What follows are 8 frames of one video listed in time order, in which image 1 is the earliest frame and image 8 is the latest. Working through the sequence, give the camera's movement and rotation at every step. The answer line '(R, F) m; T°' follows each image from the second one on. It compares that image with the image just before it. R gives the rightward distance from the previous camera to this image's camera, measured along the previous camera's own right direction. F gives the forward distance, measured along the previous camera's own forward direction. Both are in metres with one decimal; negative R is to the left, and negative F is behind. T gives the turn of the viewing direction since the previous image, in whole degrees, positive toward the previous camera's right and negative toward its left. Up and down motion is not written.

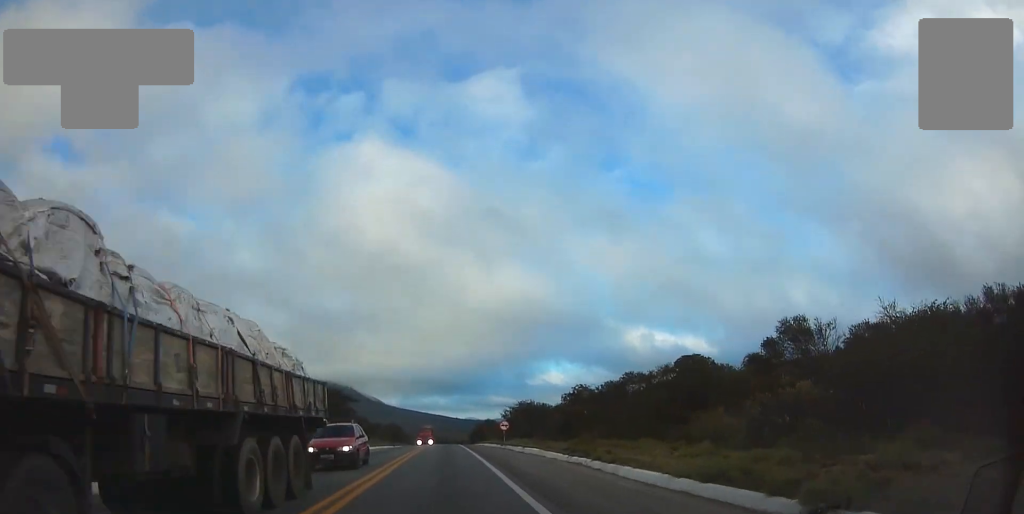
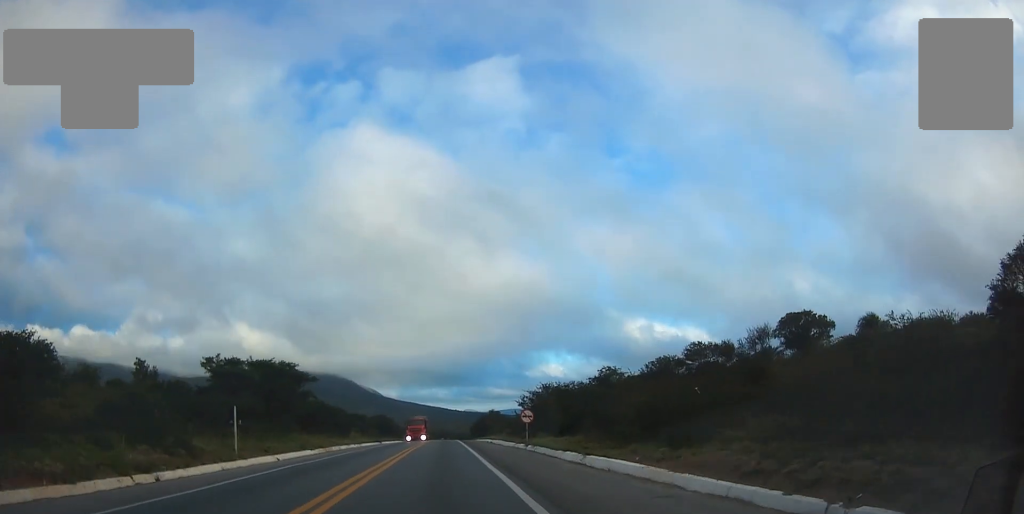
(0.0, +18.5) m; 0°
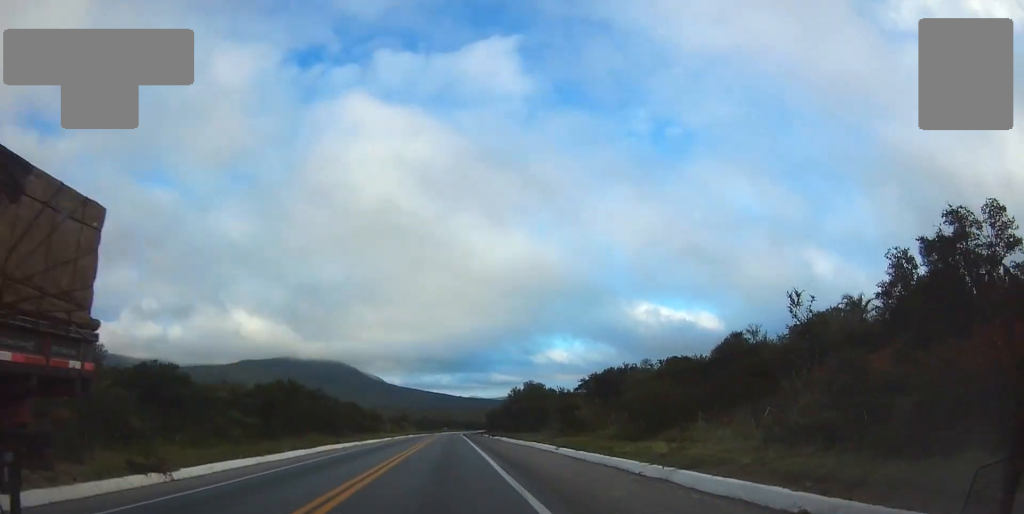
(0.0, +63.3) m; 0°
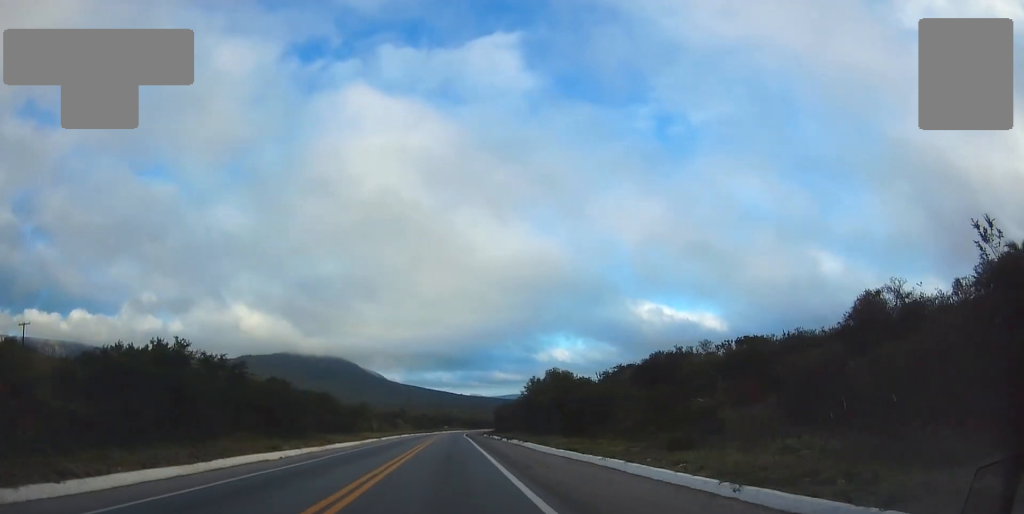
(+0.3, +18.2) m; 0°
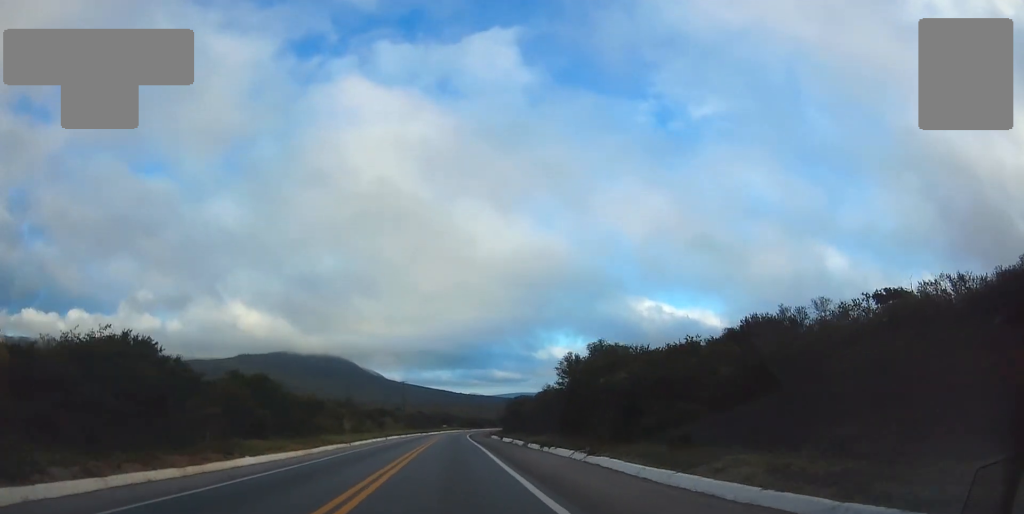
(-0.3, +21.0) m; -1°
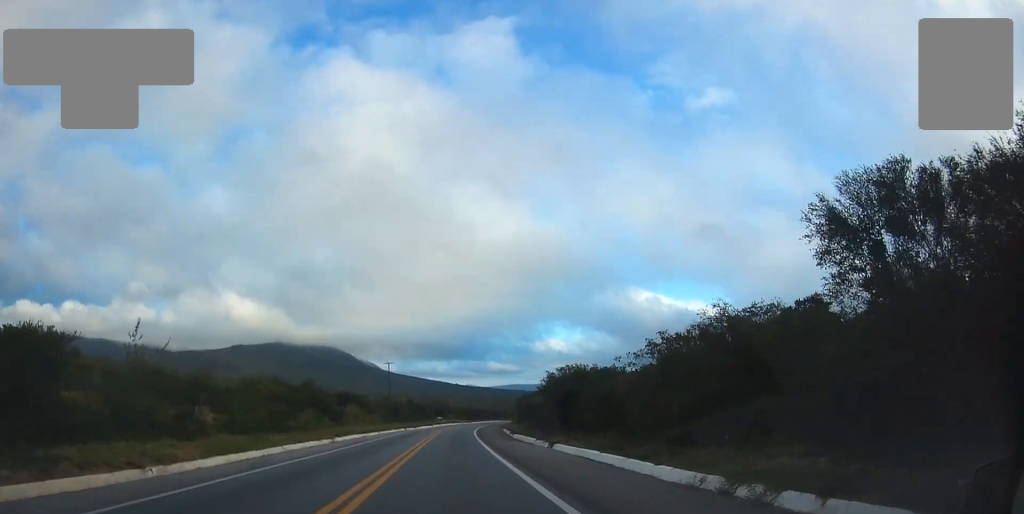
(-0.5, +33.3) m; 0°
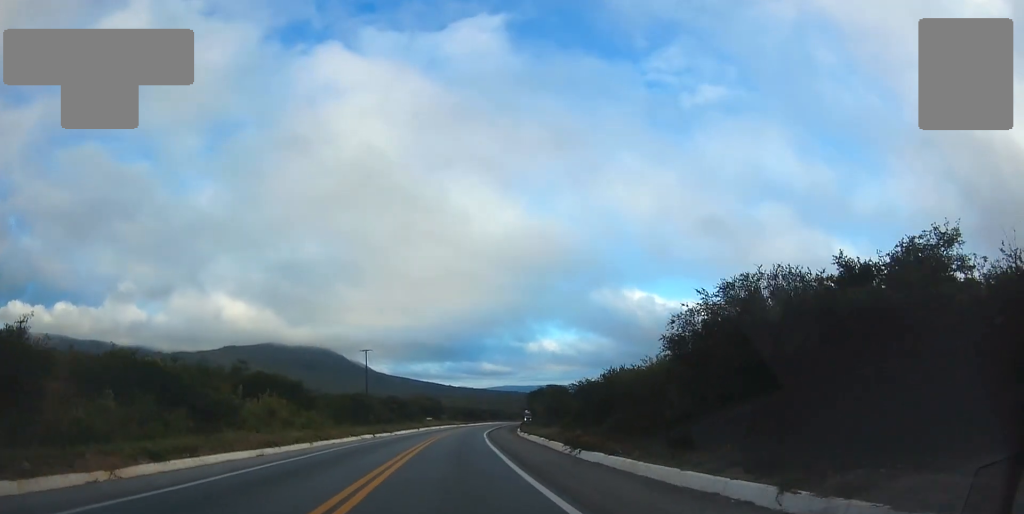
(+0.5, +29.1) m; 0°
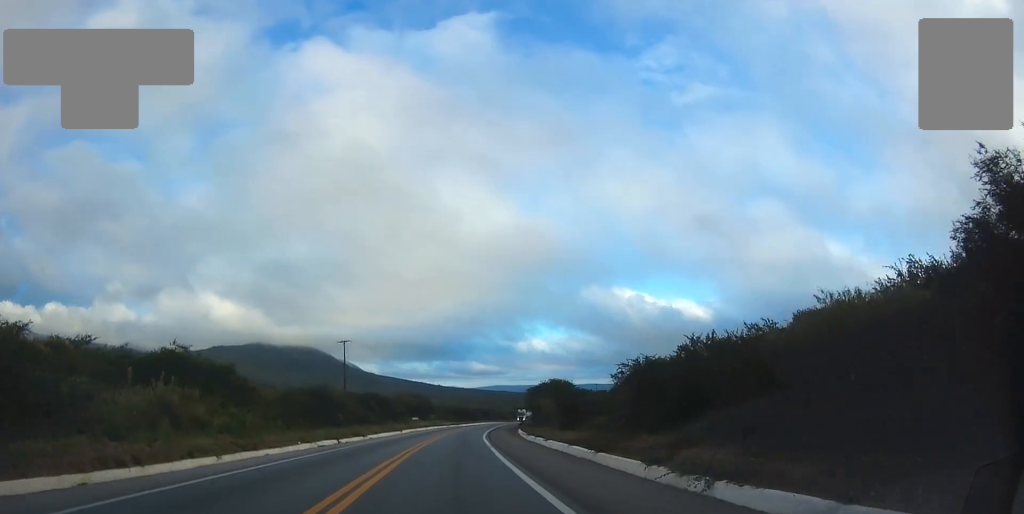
(+0.1, +13.3) m; 0°
